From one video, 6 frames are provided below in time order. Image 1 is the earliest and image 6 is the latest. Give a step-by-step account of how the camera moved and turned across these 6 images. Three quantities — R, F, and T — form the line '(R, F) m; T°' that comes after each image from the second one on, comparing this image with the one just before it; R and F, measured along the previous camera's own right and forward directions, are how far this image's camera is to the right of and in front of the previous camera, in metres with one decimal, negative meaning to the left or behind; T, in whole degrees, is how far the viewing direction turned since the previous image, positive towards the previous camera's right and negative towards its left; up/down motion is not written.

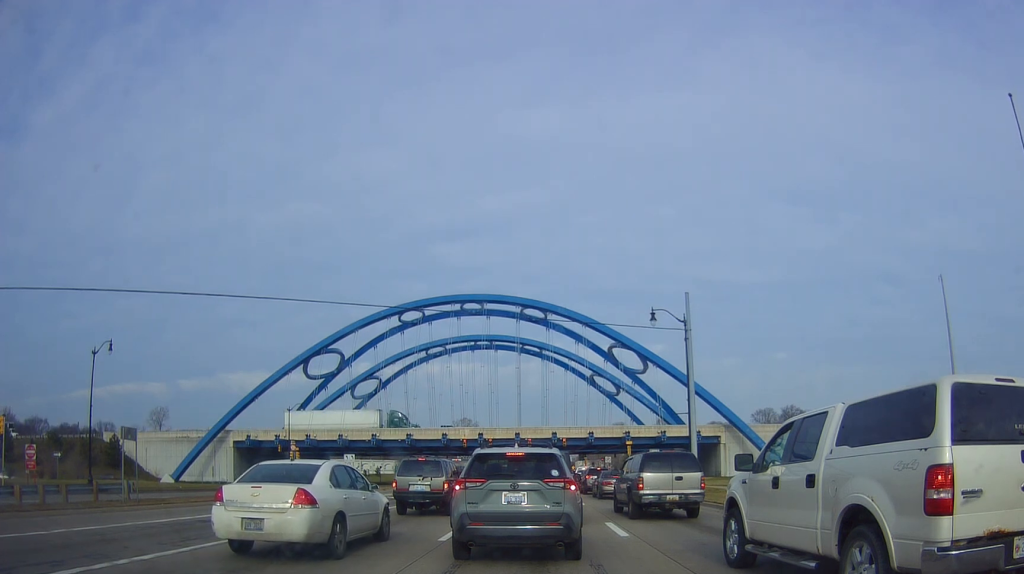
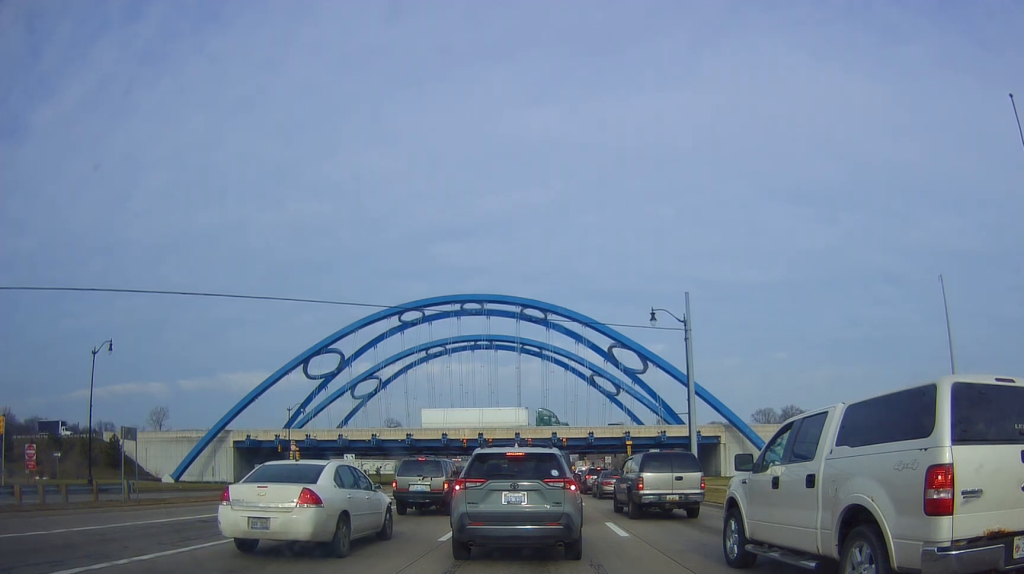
(0.0, 0.0) m; 0°
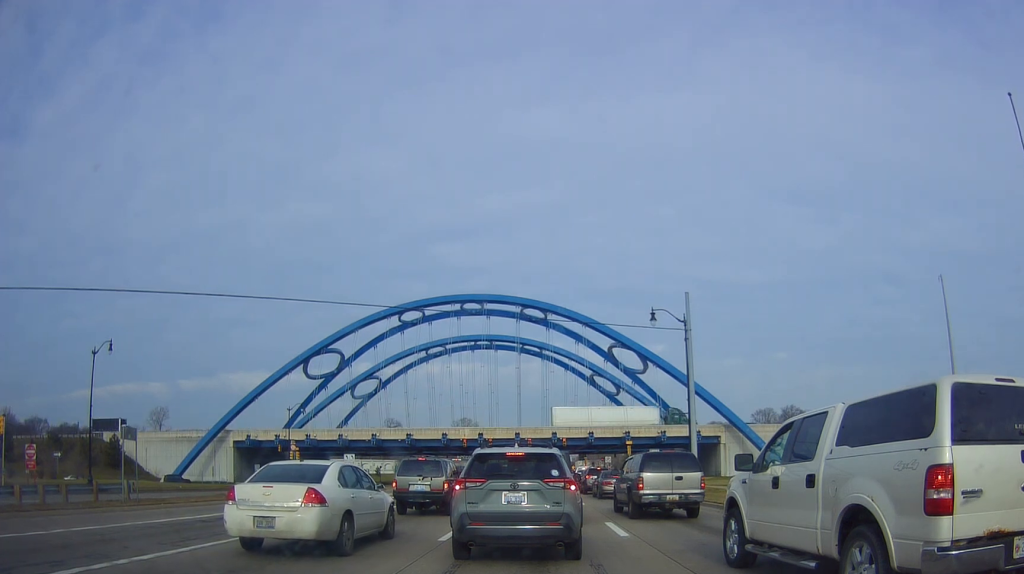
(0.0, 0.0) m; 0°
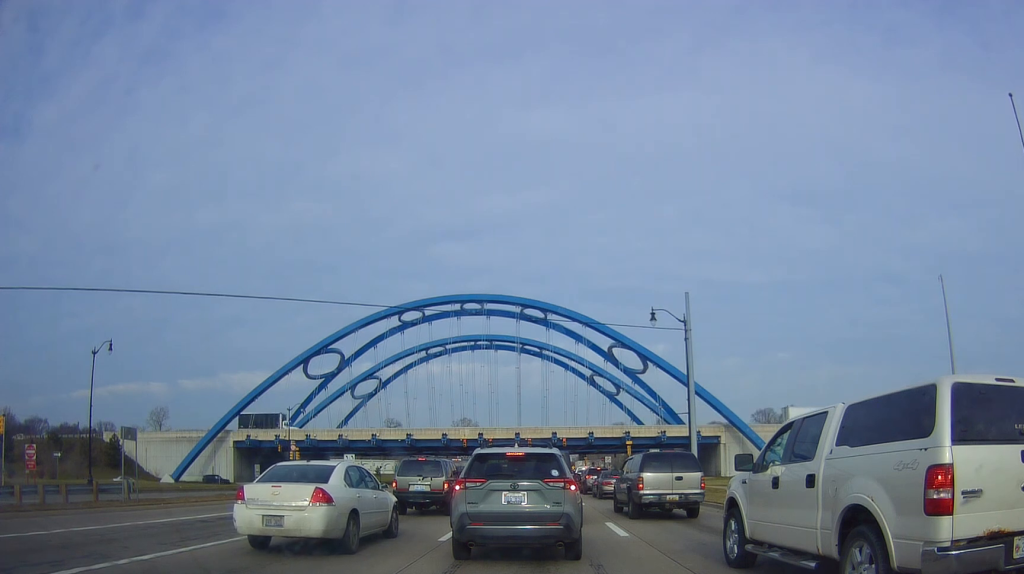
(0.0, 0.0) m; 0°
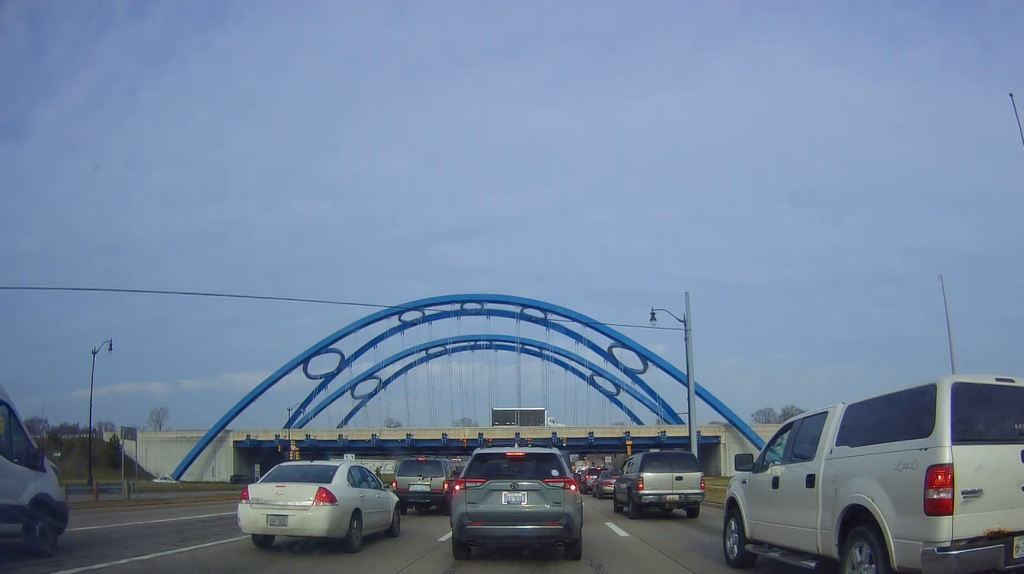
(0.0, 0.0) m; 0°
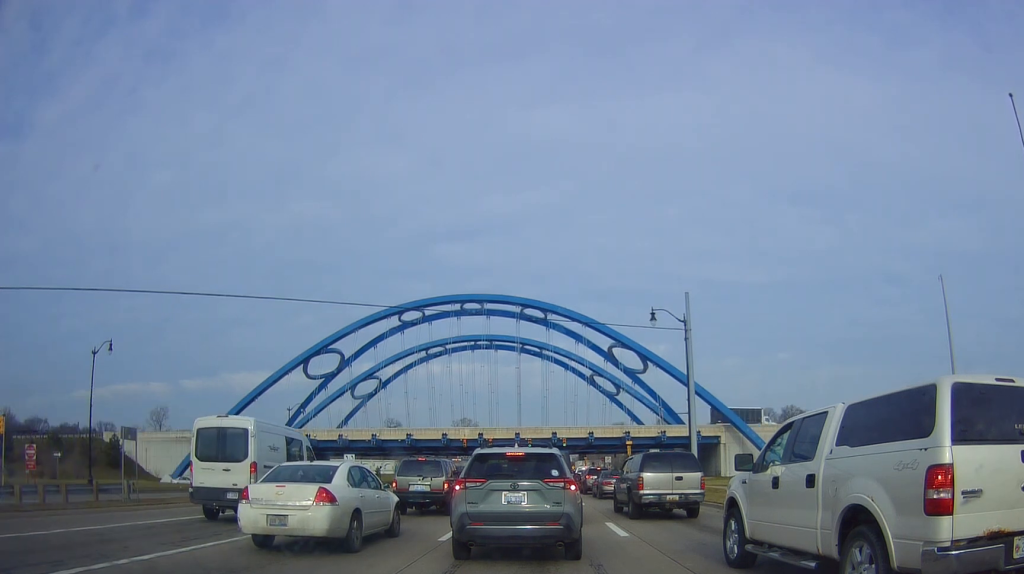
(0.0, 0.0) m; 0°
